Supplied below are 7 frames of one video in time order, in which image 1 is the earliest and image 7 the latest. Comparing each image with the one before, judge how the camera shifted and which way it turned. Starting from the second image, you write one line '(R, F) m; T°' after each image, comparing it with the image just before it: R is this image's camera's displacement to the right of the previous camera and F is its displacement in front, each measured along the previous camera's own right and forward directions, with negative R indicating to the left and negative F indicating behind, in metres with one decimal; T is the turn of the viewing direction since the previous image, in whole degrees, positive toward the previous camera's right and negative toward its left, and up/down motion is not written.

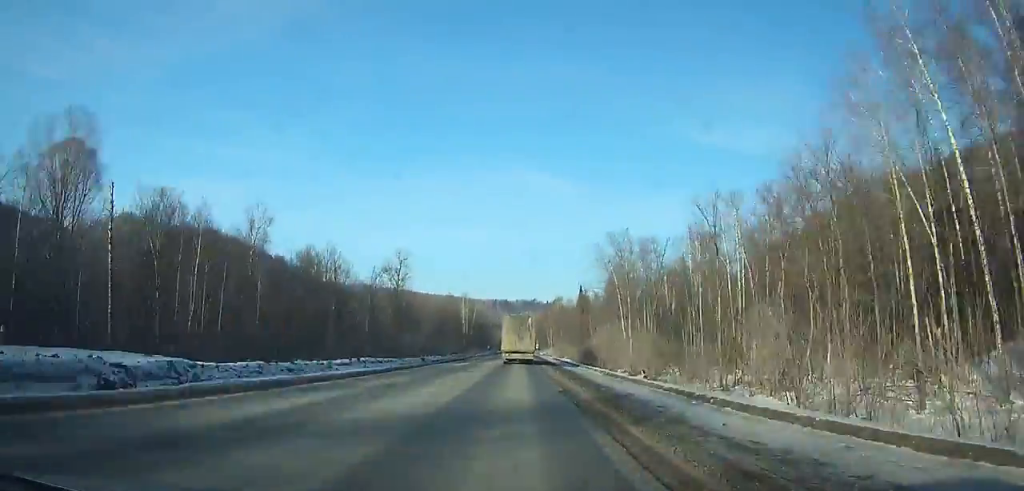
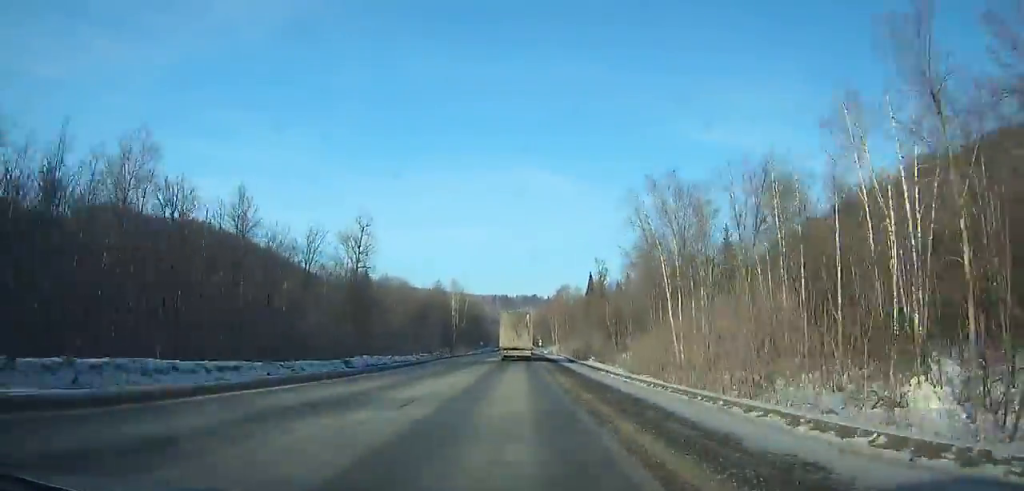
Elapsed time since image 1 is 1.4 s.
(-0.1, +30.5) m; 0°
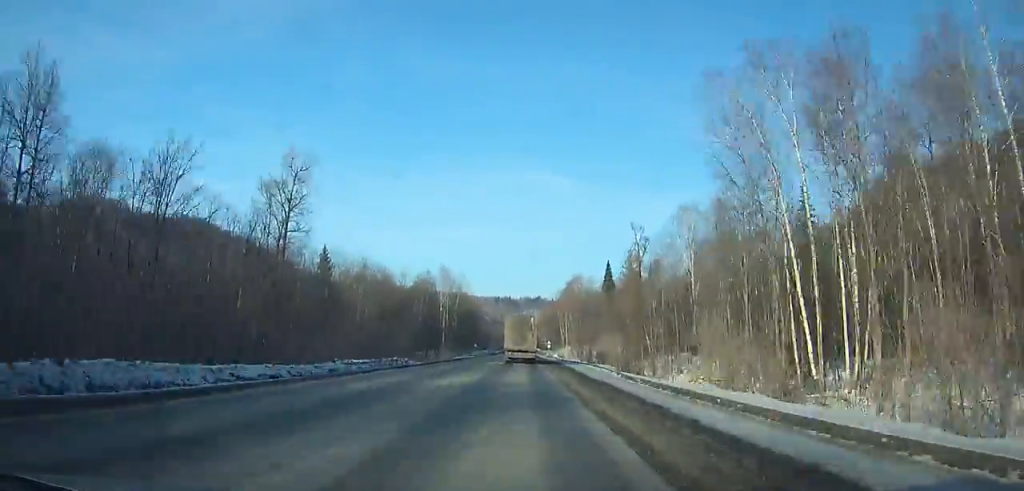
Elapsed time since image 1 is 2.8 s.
(-0.1, +30.5) m; 0°
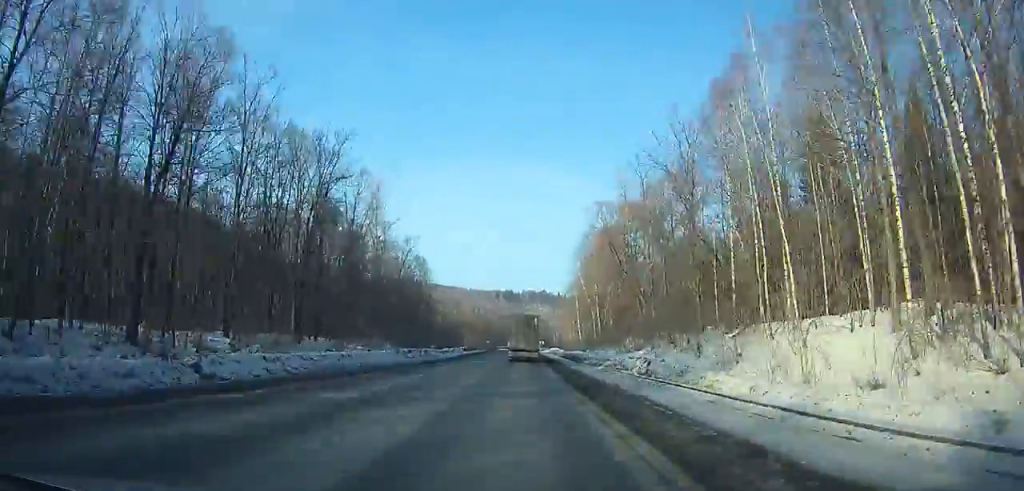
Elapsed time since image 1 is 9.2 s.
(+0.4, +138.0) m; 0°
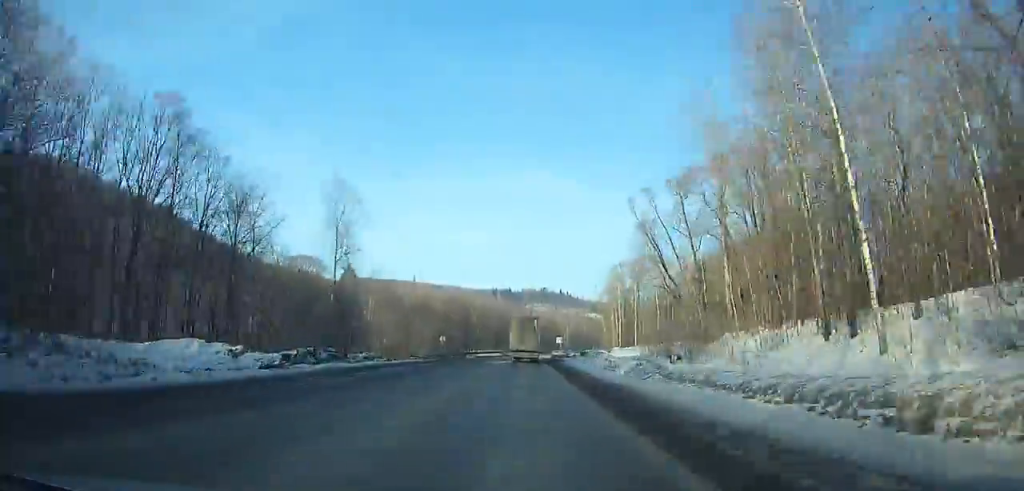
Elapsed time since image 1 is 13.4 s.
(-0.2, +89.5) m; +1°
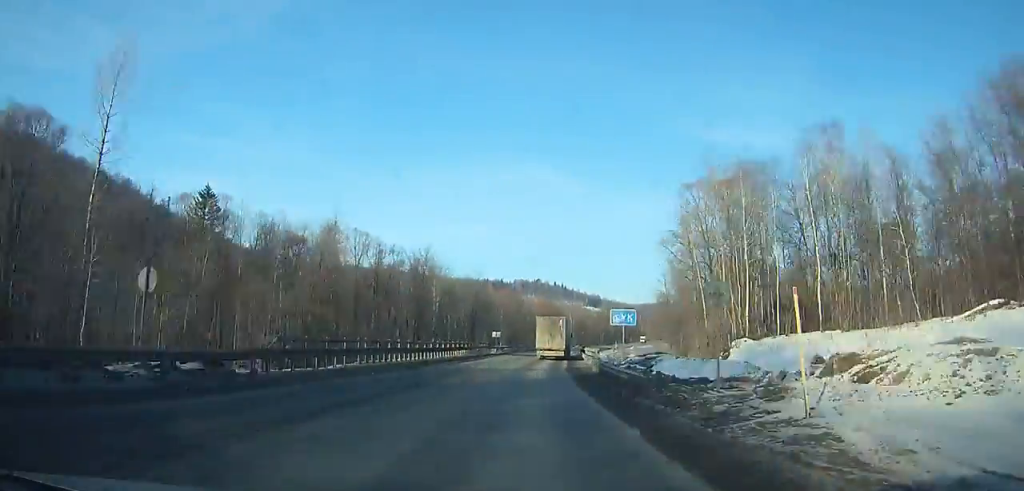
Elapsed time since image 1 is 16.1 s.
(+0.8, +57.5) m; +4°
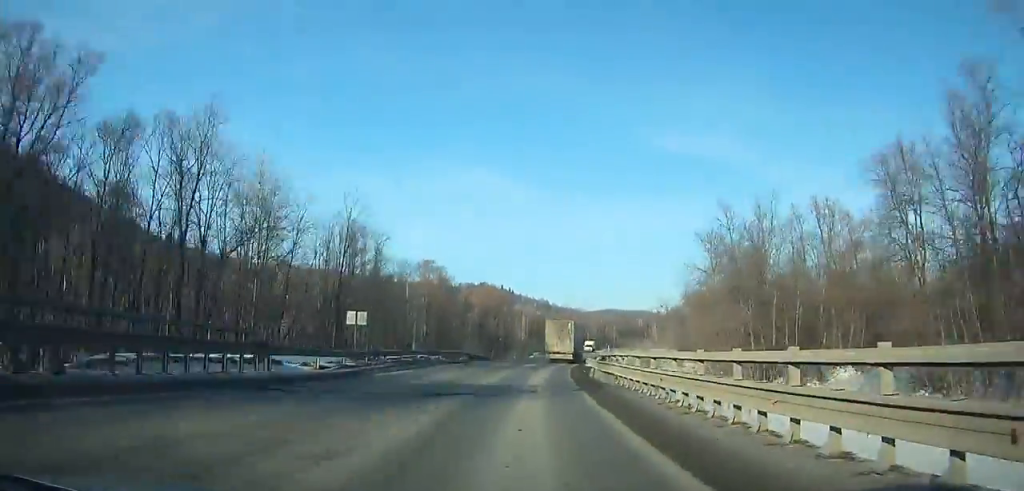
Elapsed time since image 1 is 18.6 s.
(+1.7, +53.7) m; +5°
